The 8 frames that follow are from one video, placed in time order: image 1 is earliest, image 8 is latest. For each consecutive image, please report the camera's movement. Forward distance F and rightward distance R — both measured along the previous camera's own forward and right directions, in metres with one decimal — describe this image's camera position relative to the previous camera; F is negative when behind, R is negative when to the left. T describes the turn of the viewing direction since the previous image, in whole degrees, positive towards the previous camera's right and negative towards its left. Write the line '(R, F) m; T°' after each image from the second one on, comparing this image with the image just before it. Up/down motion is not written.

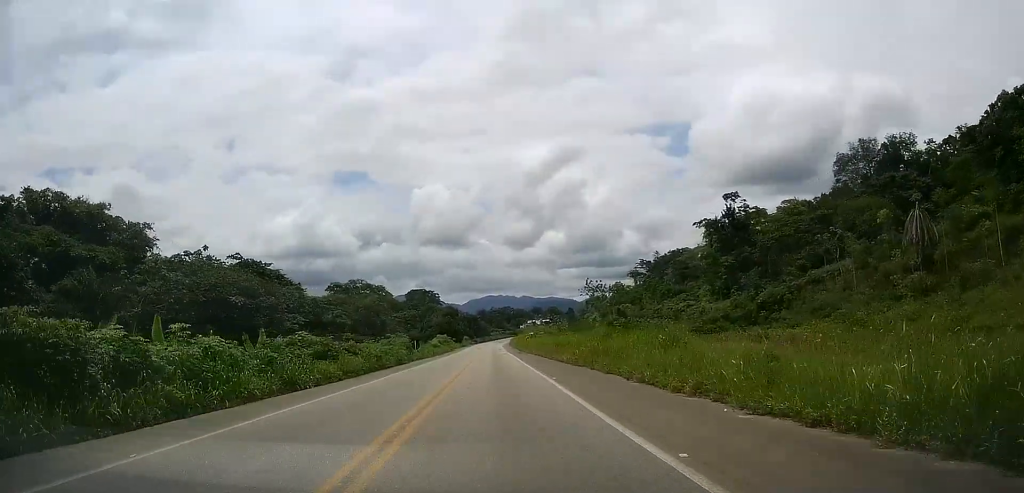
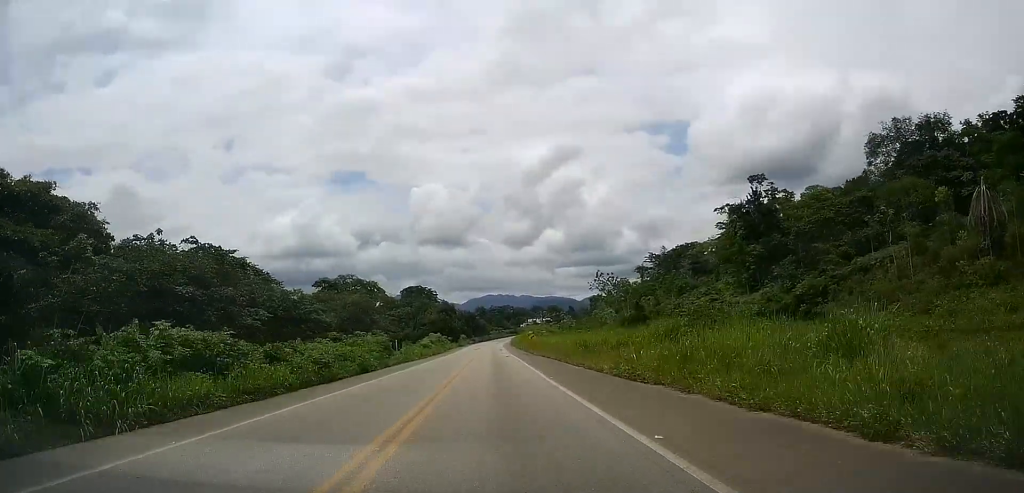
(+0.2, +13.3) m; 0°
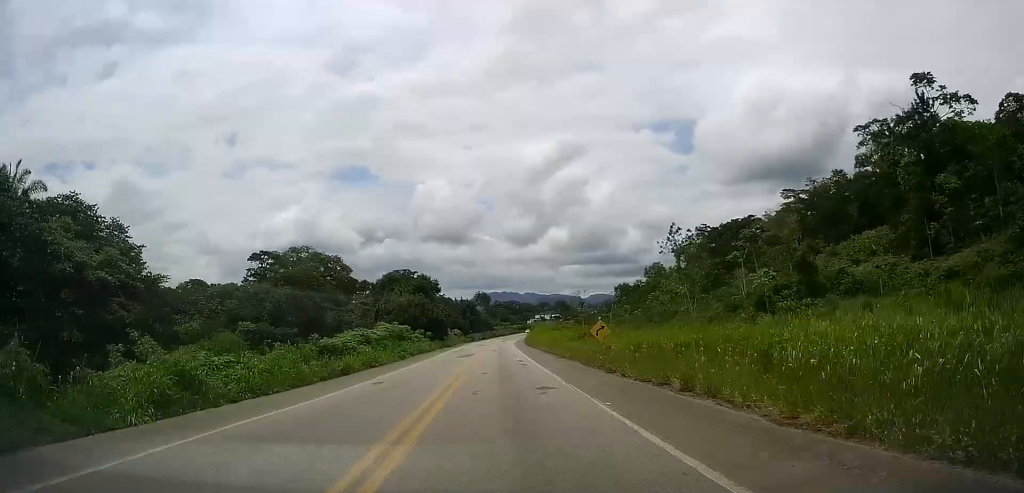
(-0.1, +49.6) m; 0°
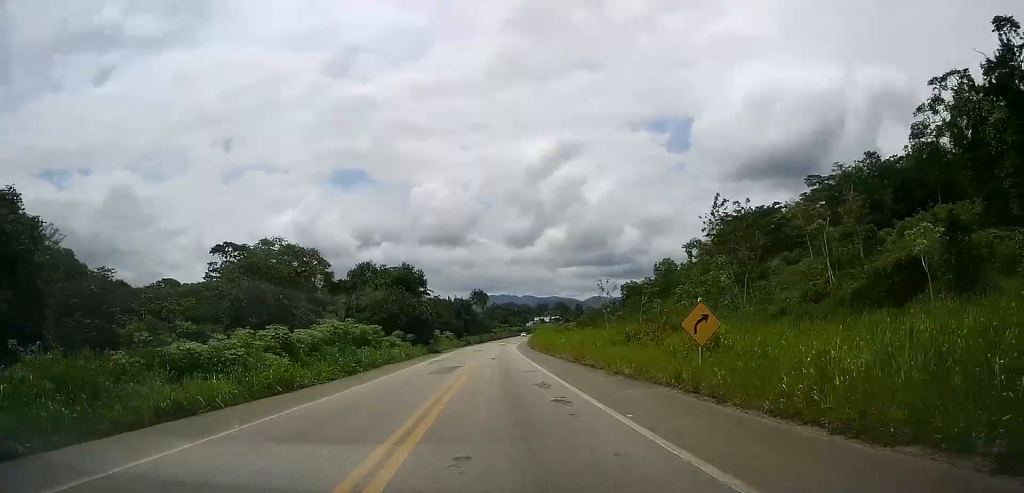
(+0.2, +16.9) m; 0°
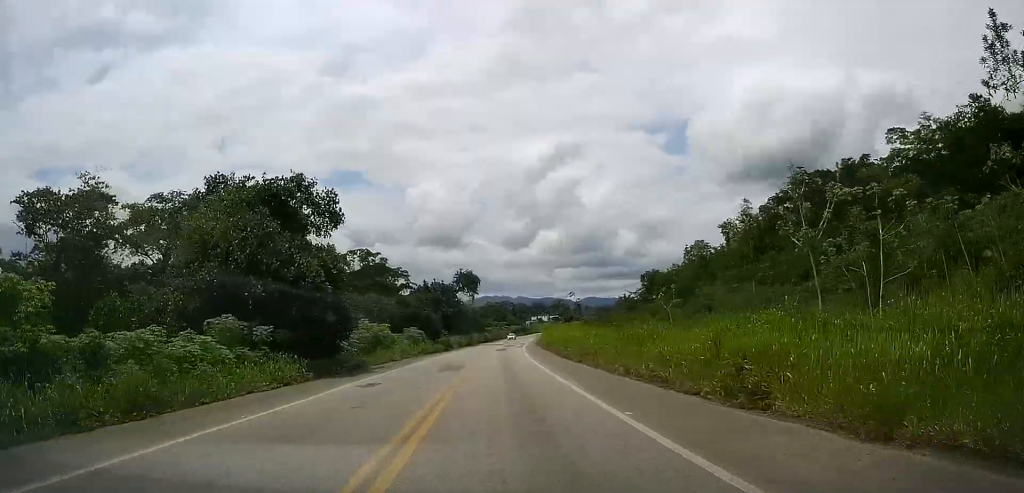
(-0.5, +41.0) m; 0°
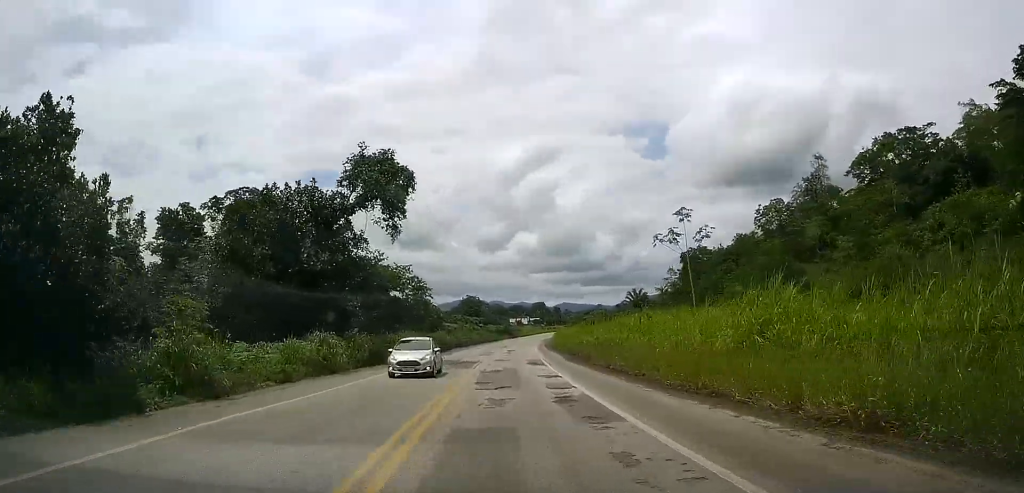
(+1.3, +64.1) m; +2°
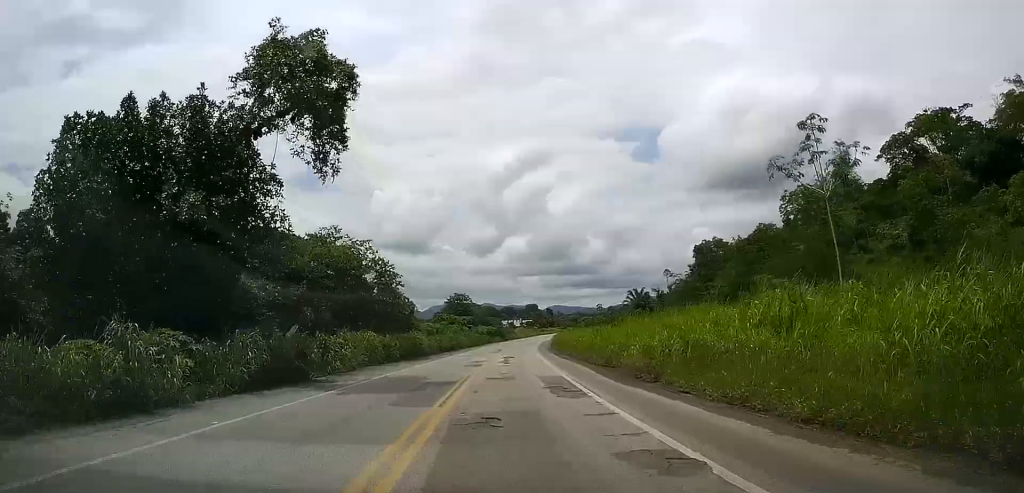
(+0.3, +14.6) m; +1°
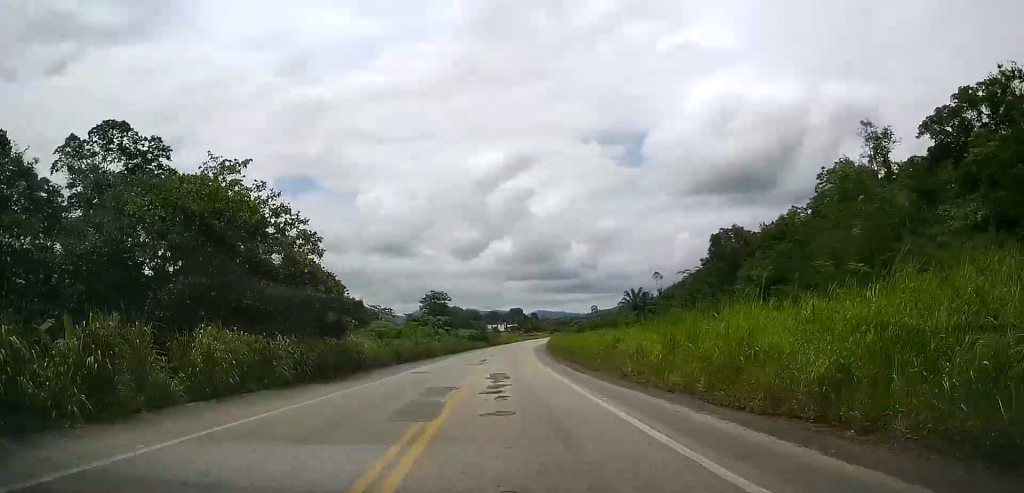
(+0.3, +18.1) m; +1°
